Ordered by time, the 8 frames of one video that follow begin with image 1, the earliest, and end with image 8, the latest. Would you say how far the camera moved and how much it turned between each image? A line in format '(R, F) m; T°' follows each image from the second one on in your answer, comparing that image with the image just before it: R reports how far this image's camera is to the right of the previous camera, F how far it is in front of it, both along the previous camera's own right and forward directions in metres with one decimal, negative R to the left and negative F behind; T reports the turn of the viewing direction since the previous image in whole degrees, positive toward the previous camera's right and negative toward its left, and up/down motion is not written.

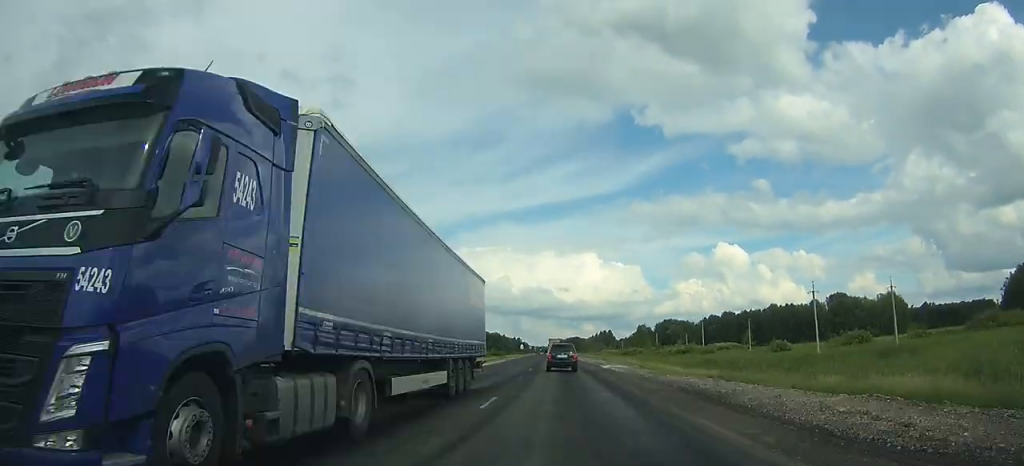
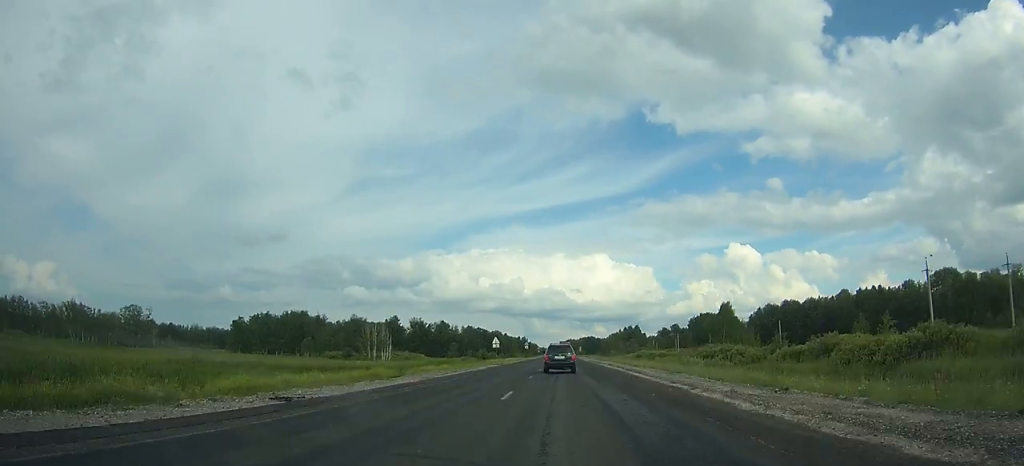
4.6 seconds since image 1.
(-0.7, +82.0) m; 0°
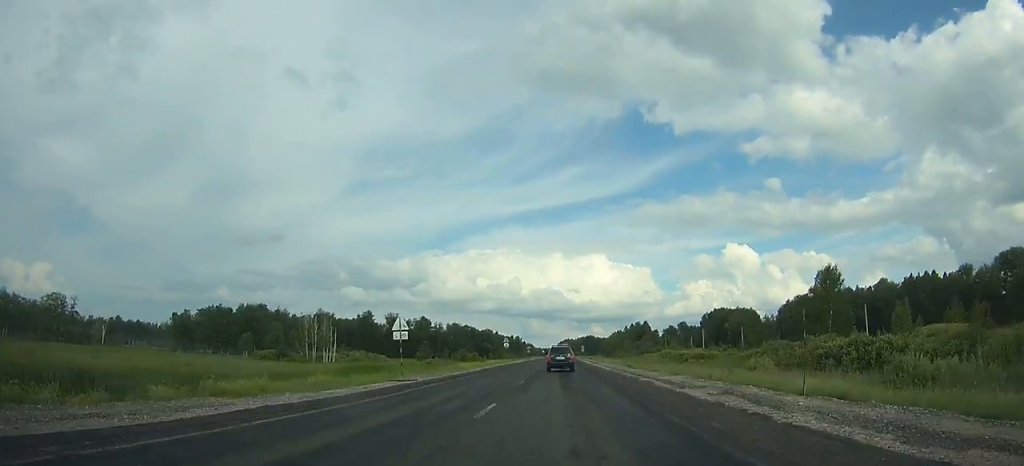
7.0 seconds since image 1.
(0.0, +42.4) m; 0°
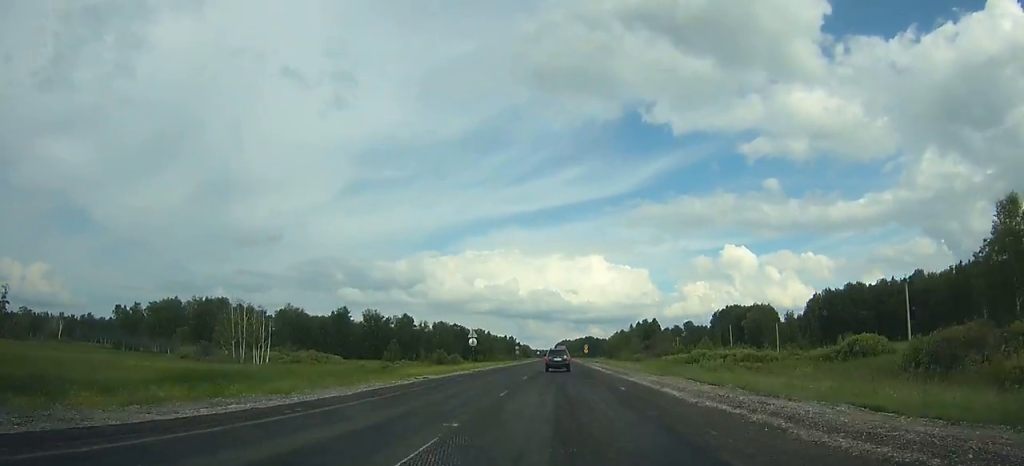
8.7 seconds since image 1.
(0.0, +30.5) m; 0°
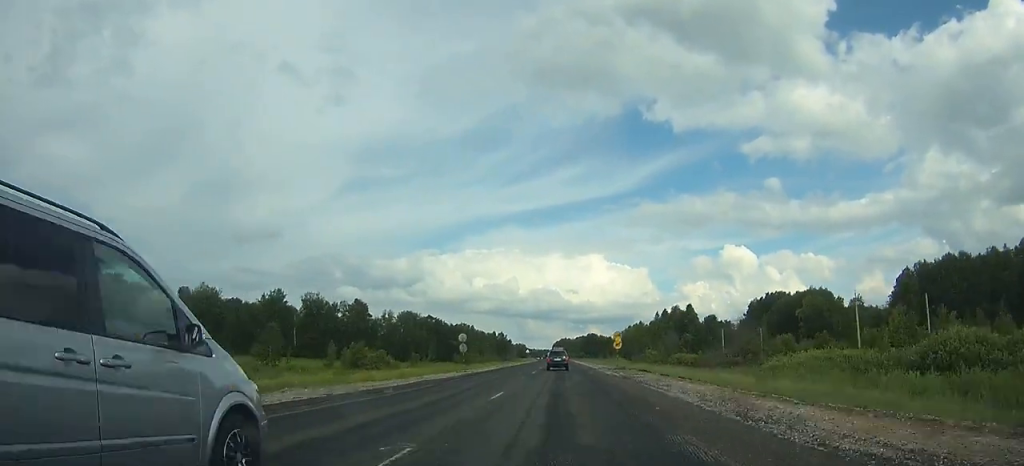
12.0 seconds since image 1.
(0.0, +62.0) m; 0°
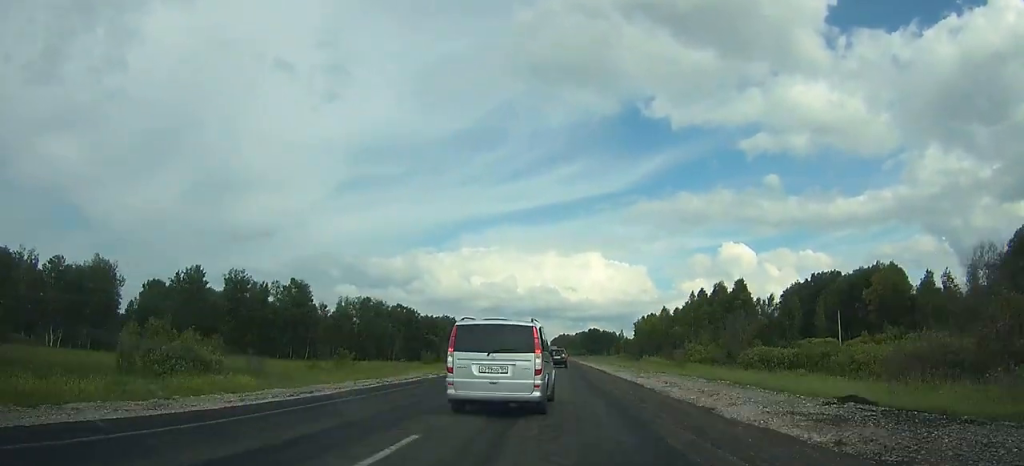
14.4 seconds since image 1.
(0.0, +47.6) m; 0°
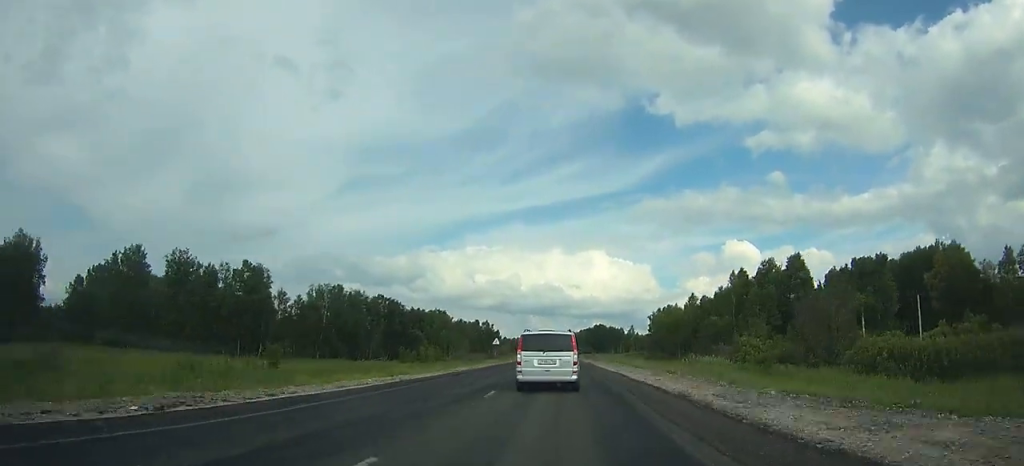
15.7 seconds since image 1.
(0.0, +26.1) m; 0°
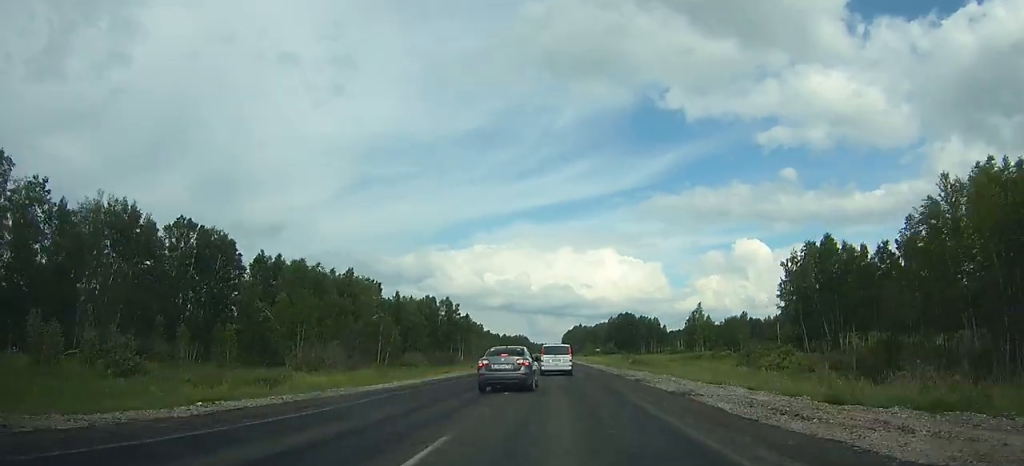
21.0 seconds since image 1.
(-0.9, +106.4) m; -1°
